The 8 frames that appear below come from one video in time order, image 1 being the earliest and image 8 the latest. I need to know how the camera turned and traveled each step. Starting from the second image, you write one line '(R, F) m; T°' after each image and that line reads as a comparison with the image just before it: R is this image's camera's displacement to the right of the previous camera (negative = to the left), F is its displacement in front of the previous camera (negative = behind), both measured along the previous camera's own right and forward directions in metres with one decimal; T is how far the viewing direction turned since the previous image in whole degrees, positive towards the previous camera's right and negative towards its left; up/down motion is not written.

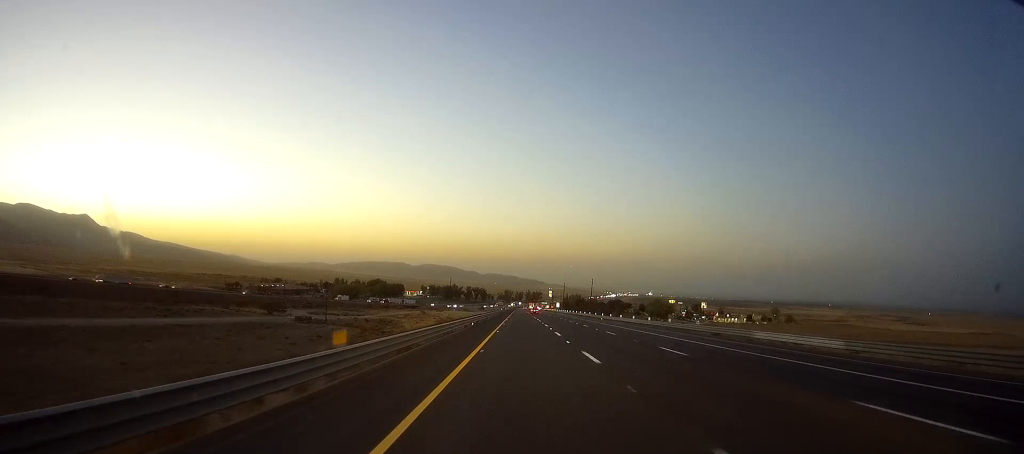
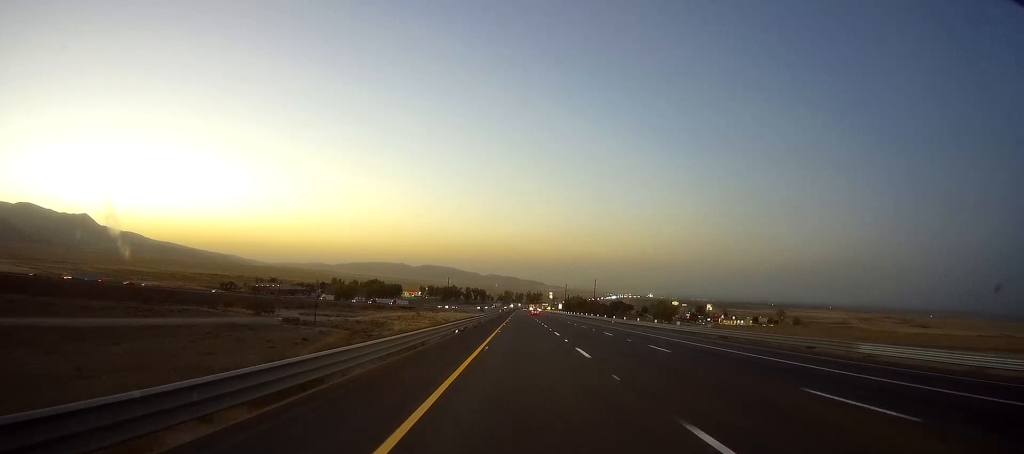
(-0.2, +12.6) m; 0°
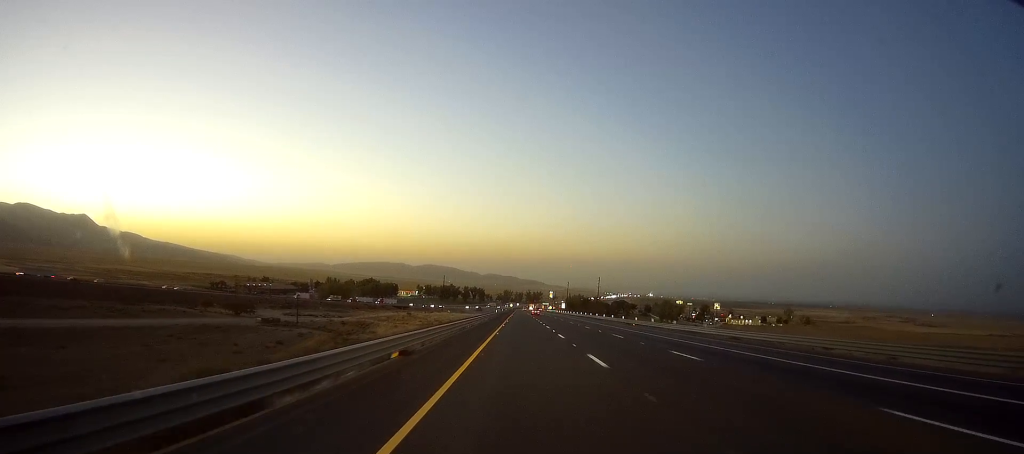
(+0.4, +17.8) m; +1°
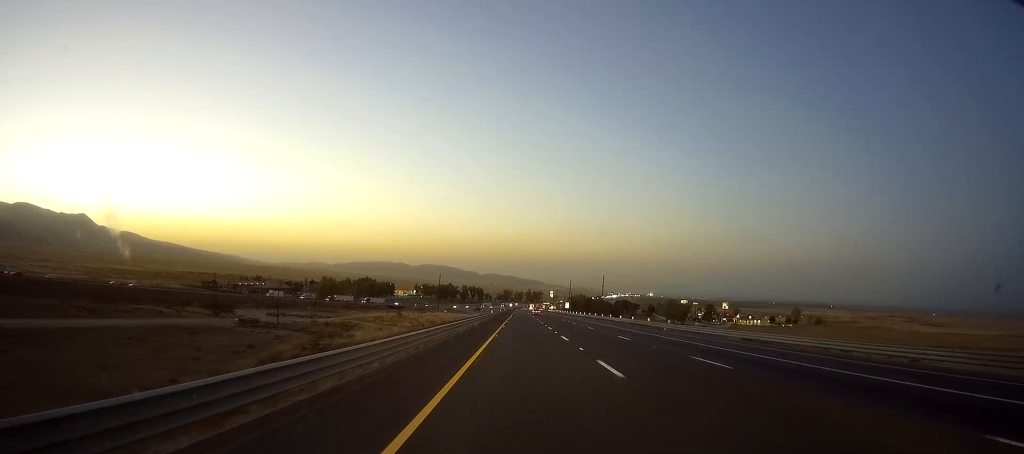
(+0.1, +16.8) m; 0°
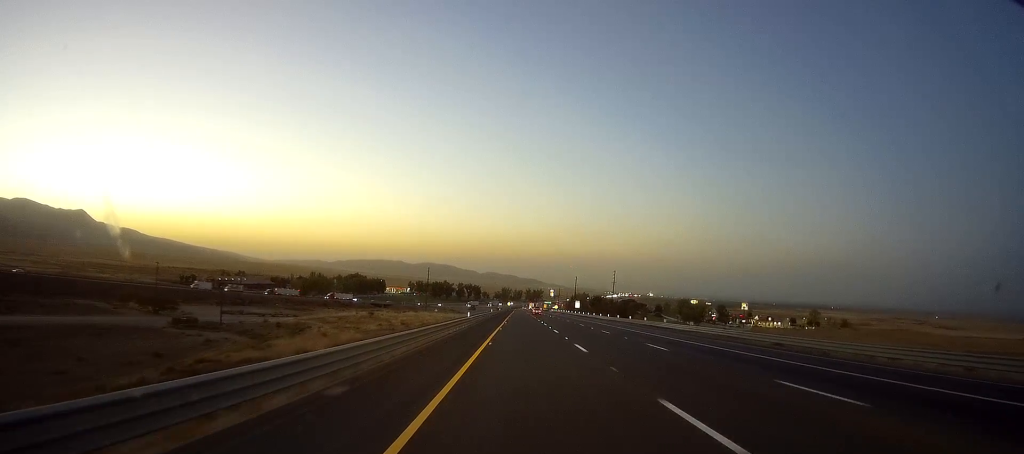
(-0.4, +36.7) m; -1°
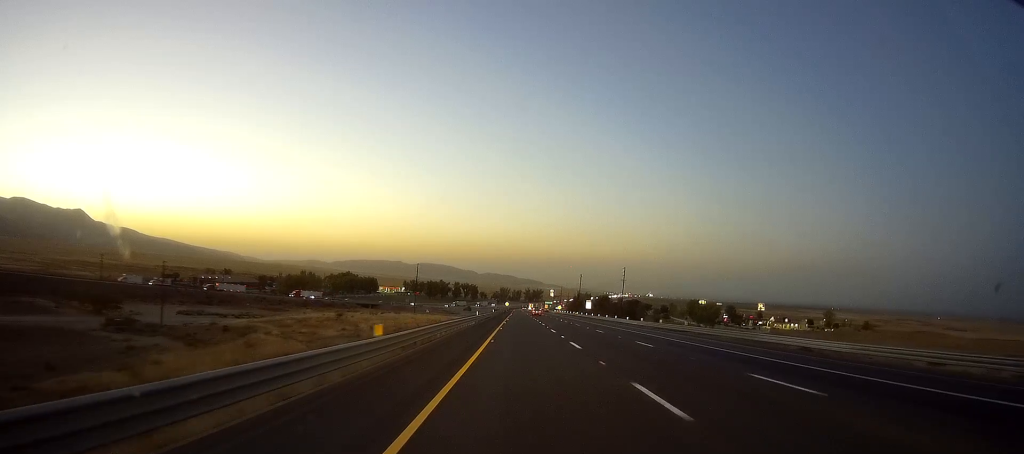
(-0.4, +27.3) m; 0°
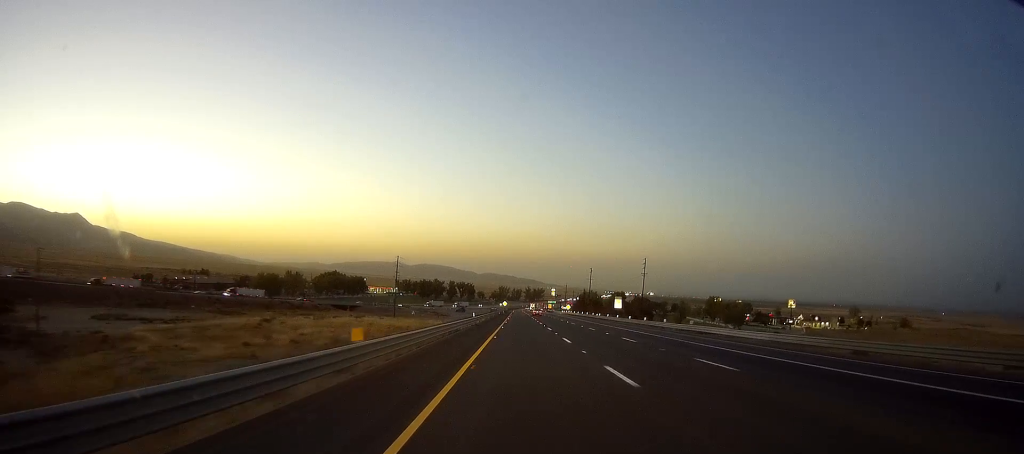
(+0.8, +39.9) m; +1°
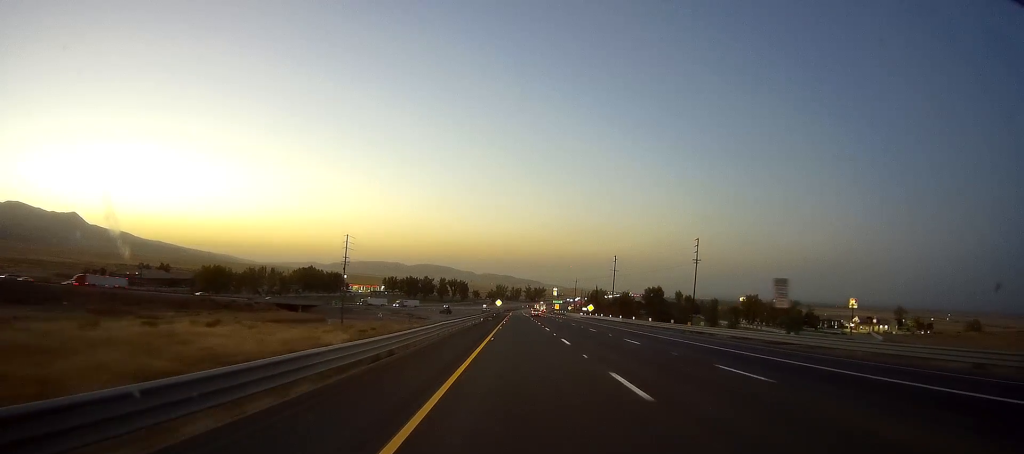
(-0.8, +61.0) m; 0°
